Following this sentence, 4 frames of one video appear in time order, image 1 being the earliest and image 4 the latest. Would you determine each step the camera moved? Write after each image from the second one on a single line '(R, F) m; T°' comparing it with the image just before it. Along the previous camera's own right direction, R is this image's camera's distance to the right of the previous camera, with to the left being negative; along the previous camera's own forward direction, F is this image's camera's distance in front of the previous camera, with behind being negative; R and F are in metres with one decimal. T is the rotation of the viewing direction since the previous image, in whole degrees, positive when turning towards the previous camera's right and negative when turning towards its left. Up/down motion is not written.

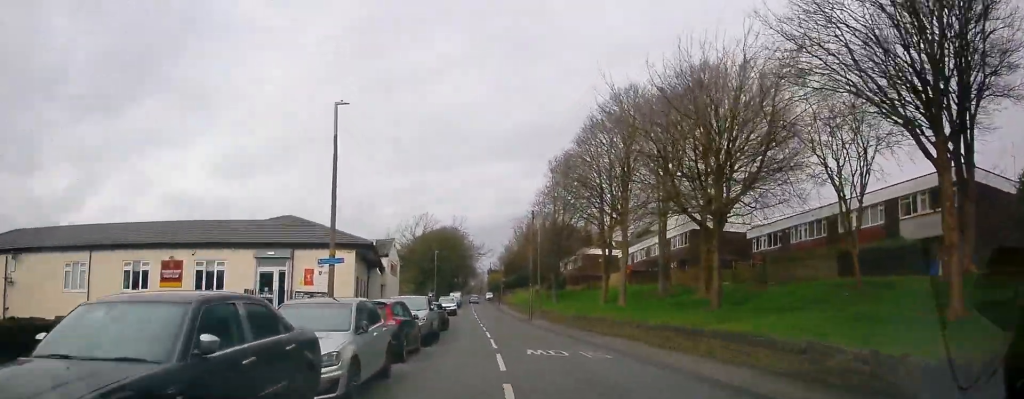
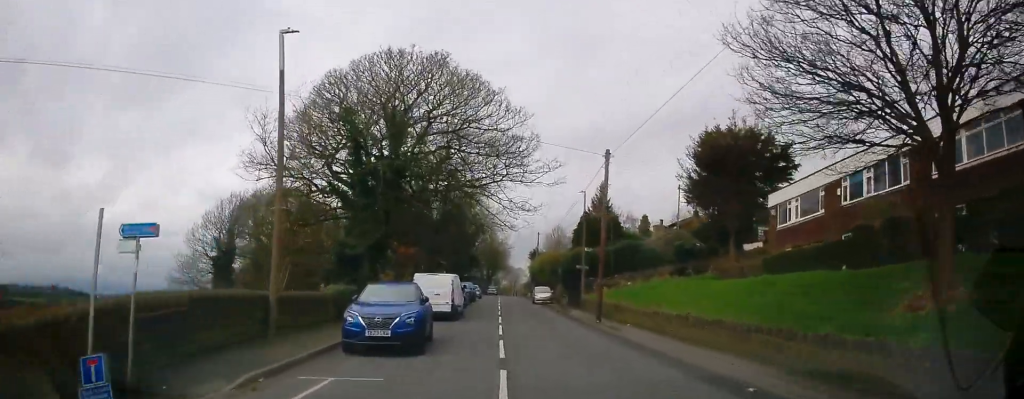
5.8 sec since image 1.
(-2.3, +71.3) m; -4°
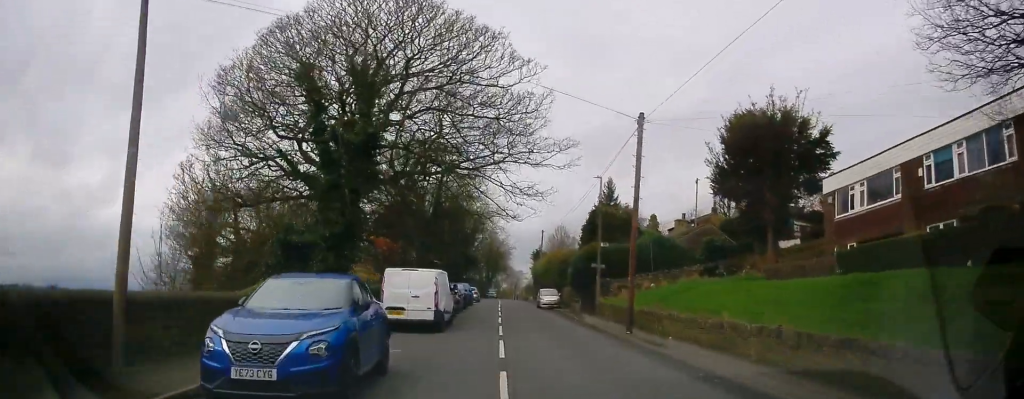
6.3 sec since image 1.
(0.0, +6.5) m; 0°
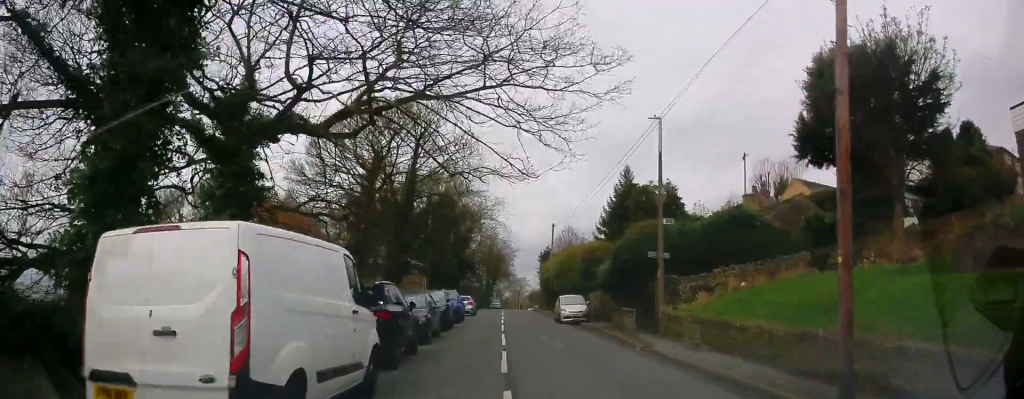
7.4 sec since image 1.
(0.0, +13.2) m; 0°
